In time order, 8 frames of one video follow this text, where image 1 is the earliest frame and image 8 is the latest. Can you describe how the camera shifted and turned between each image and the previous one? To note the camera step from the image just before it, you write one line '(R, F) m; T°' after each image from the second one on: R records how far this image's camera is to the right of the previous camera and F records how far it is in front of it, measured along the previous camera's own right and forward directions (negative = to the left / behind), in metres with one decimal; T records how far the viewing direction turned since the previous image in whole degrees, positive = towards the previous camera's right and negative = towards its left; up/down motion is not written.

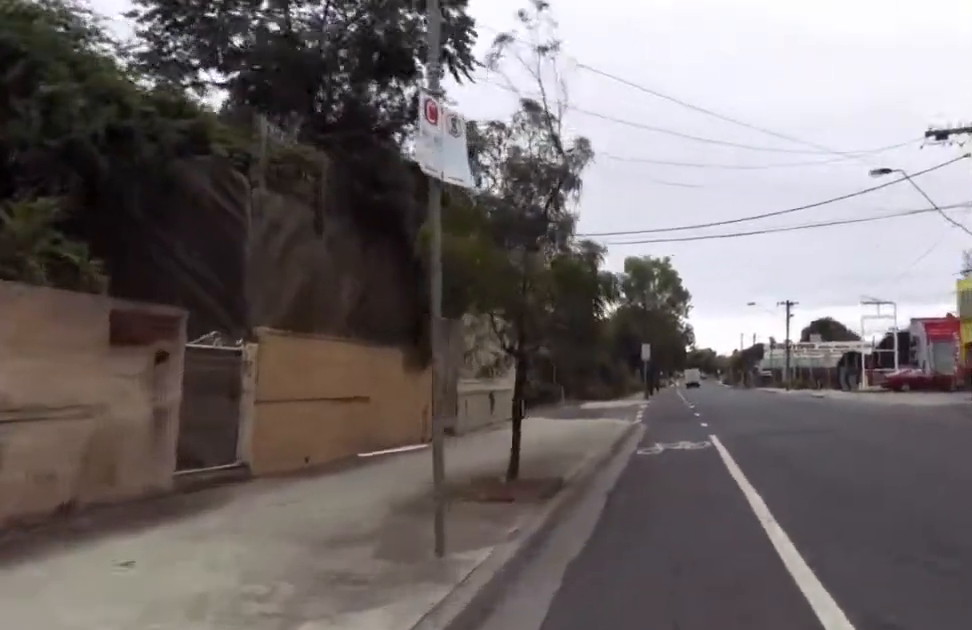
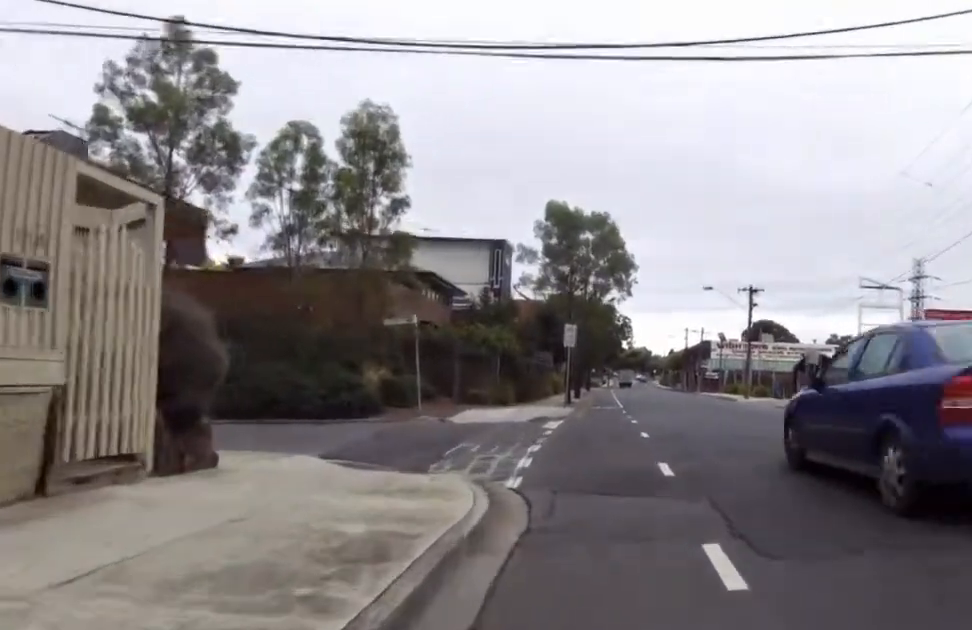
(+1.8, +11.4) m; -4°
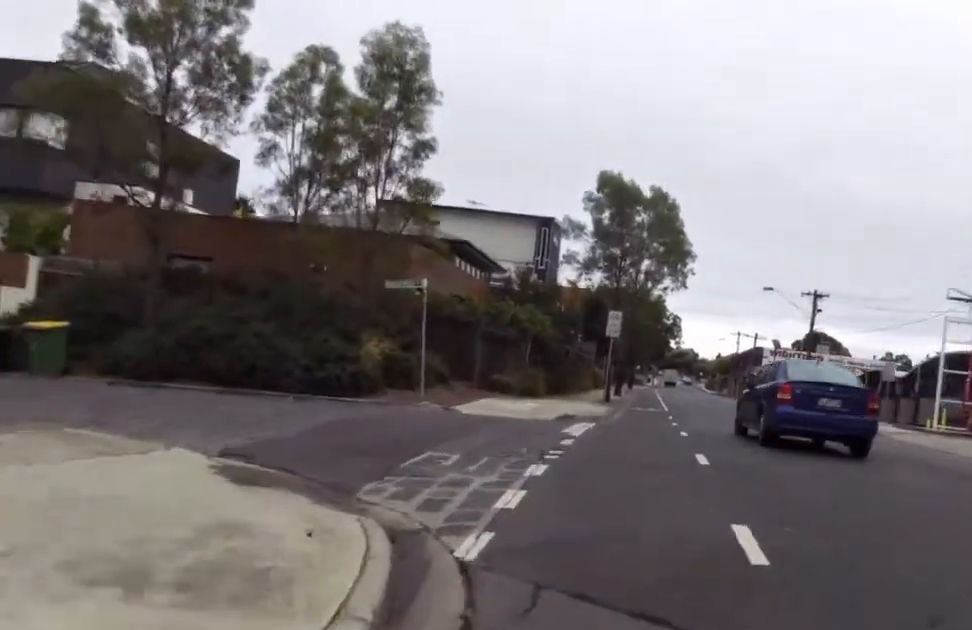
(-0.3, +3.3) m; -18°
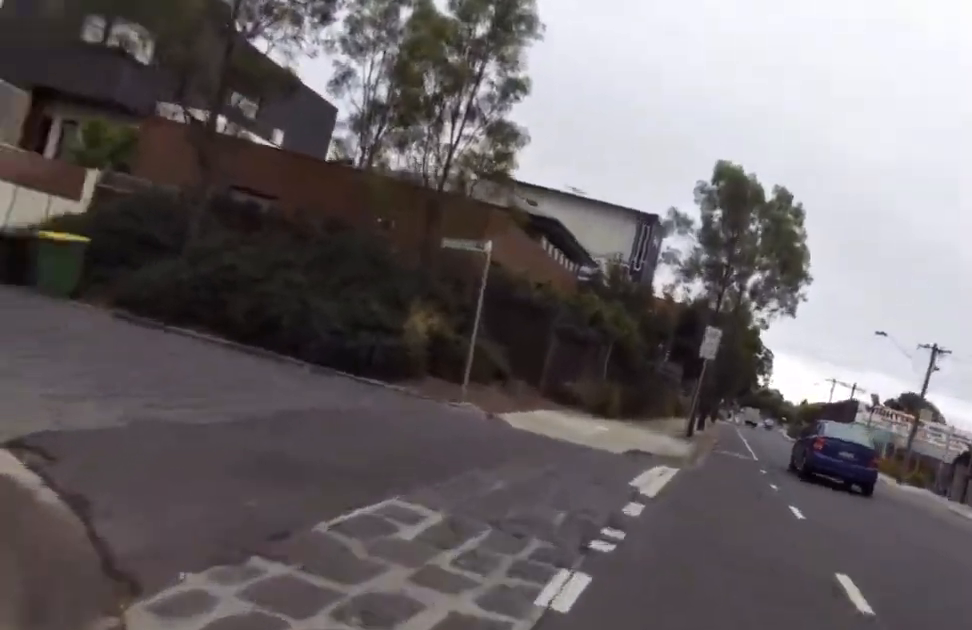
(-1.3, +3.0) m; -5°
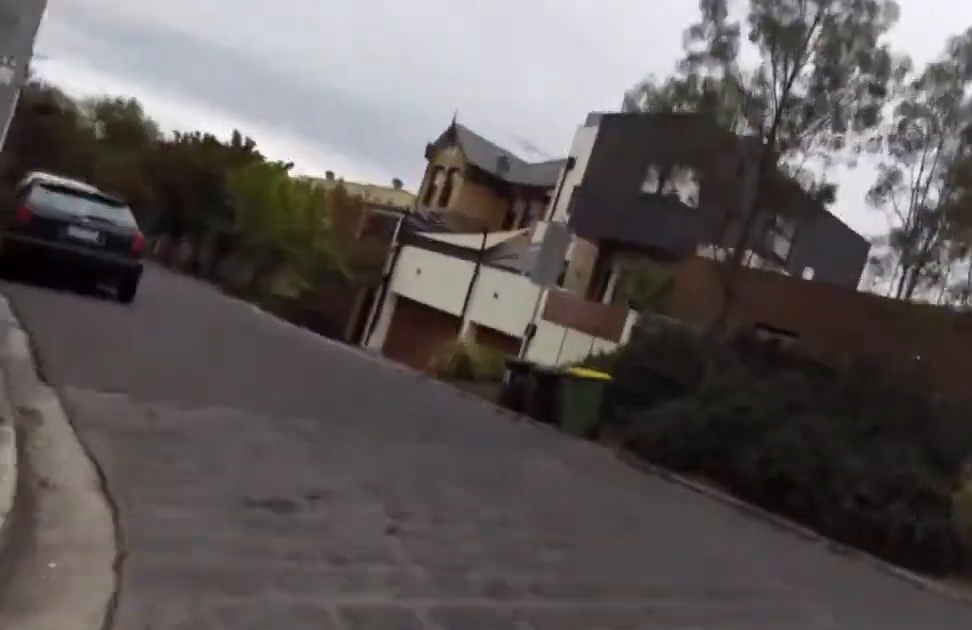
(+0.8, +3.4) m; -13°
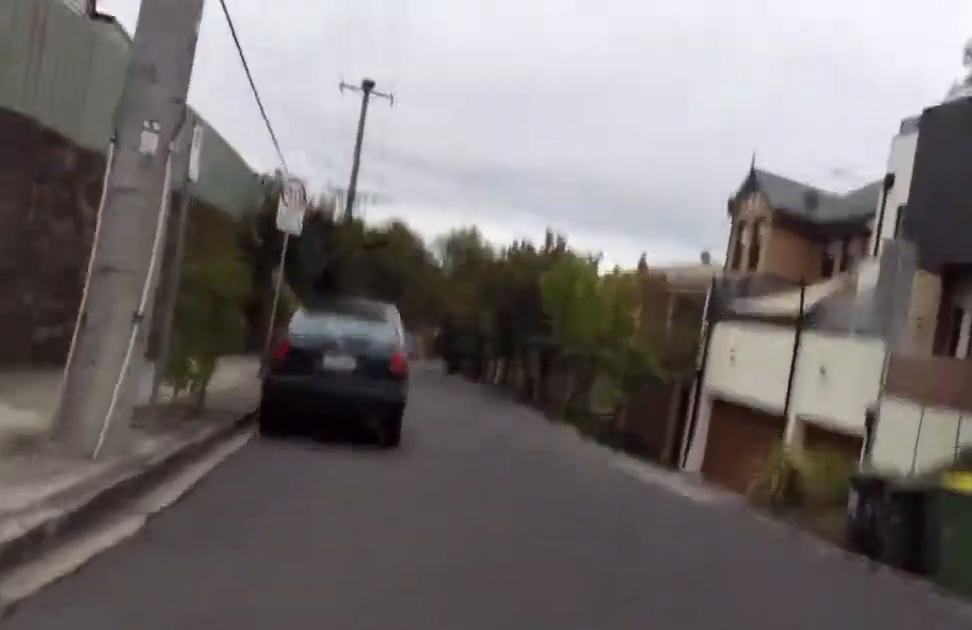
(-0.6, +3.2) m; -22°
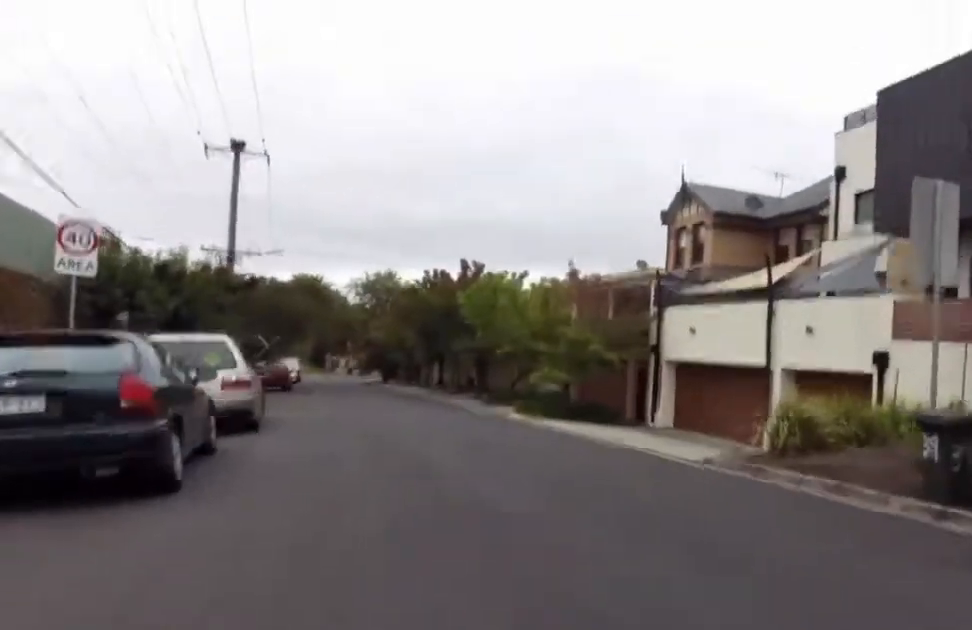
(-1.8, +4.9) m; -23°
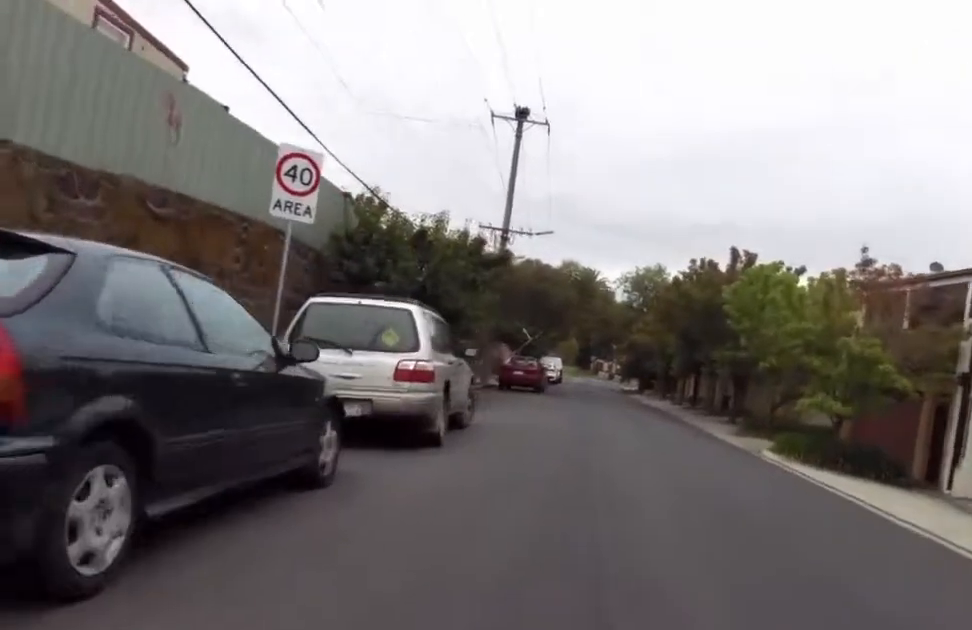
(-0.2, +4.9) m; -2°
